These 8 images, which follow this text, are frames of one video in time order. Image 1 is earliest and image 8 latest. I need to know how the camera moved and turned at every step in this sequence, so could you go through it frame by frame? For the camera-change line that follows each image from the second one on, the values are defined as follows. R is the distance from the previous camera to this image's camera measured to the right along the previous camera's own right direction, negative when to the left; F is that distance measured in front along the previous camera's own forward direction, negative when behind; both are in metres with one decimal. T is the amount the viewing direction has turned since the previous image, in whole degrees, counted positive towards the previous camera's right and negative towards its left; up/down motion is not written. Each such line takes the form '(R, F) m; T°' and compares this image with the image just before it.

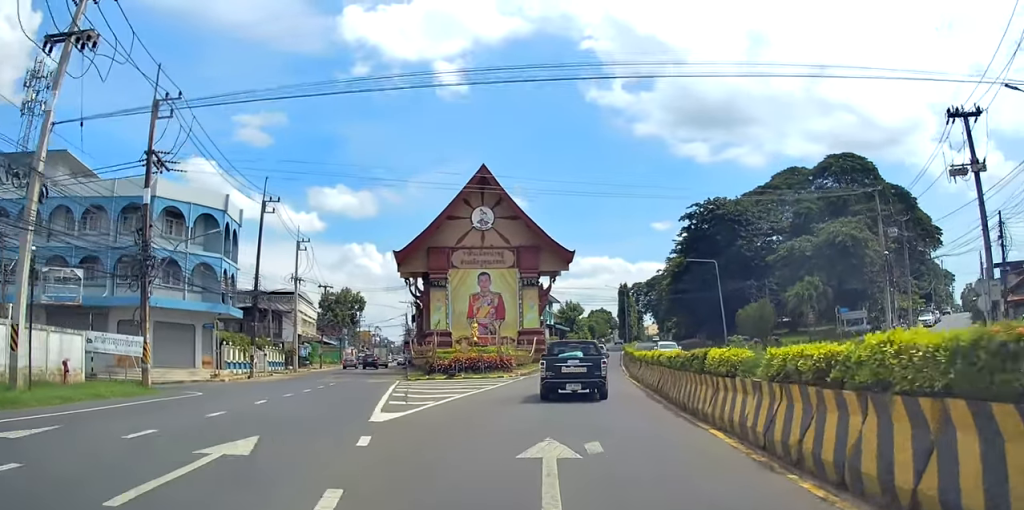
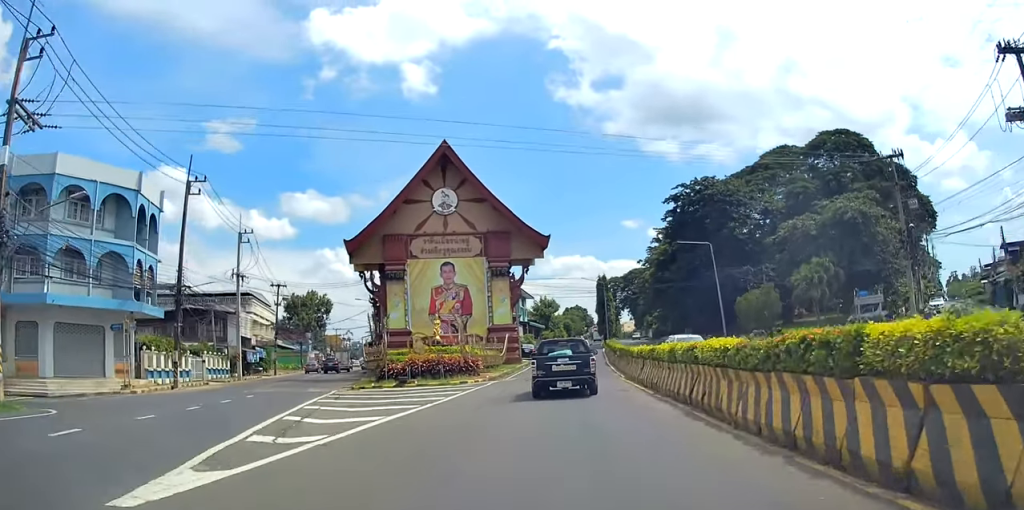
(+0.2, +7.2) m; +4°
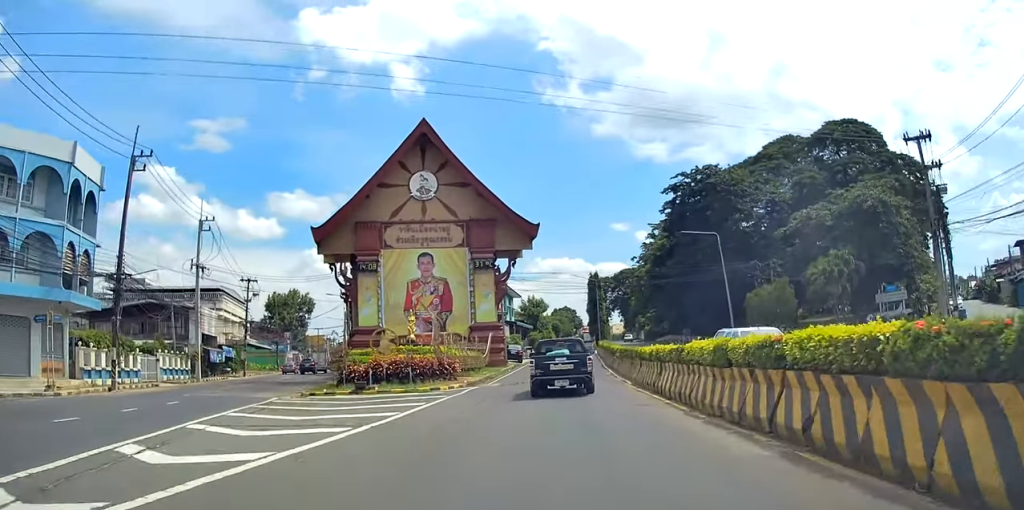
(+0.3, +5.5) m; 0°
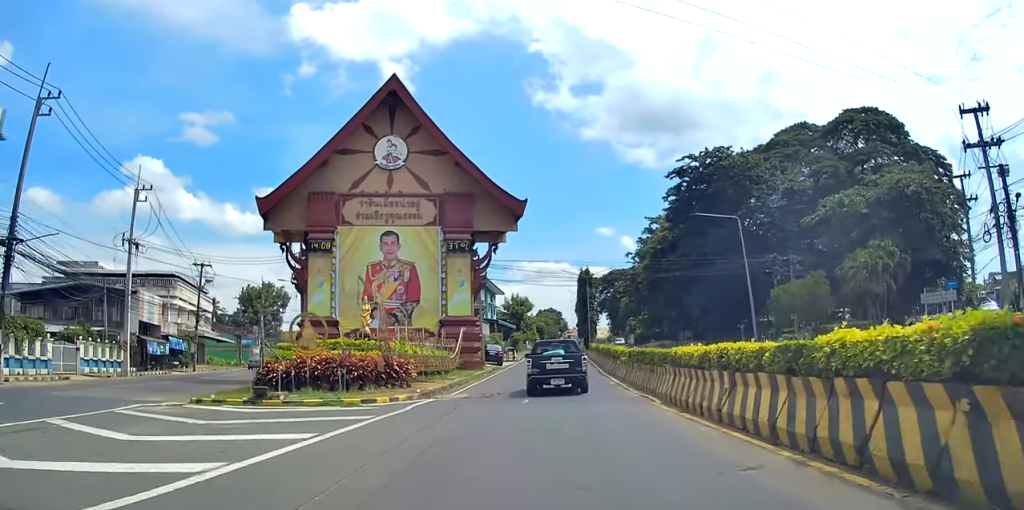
(+0.2, +8.2) m; 0°
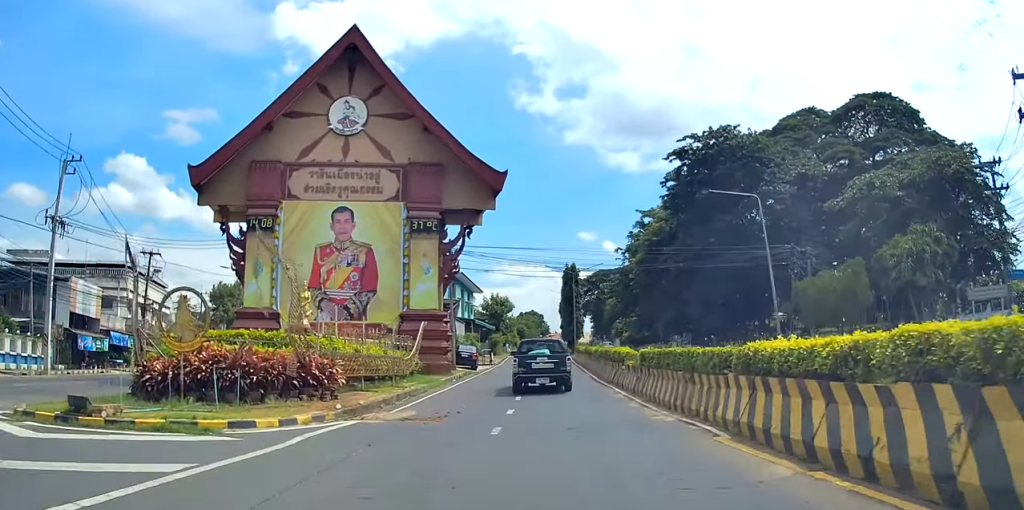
(-0.3, +6.6) m; -1°
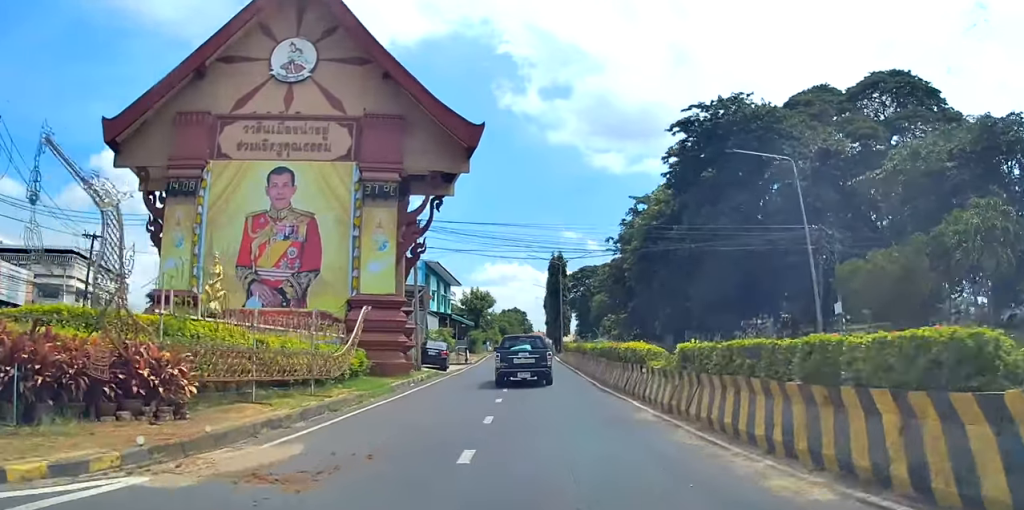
(-0.1, +6.8) m; 0°
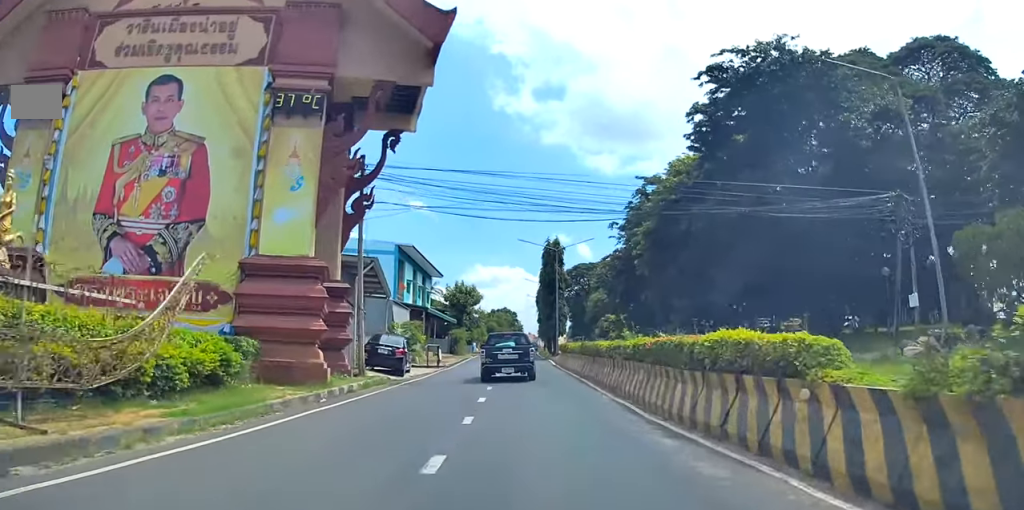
(-0.1, +9.6) m; +2°
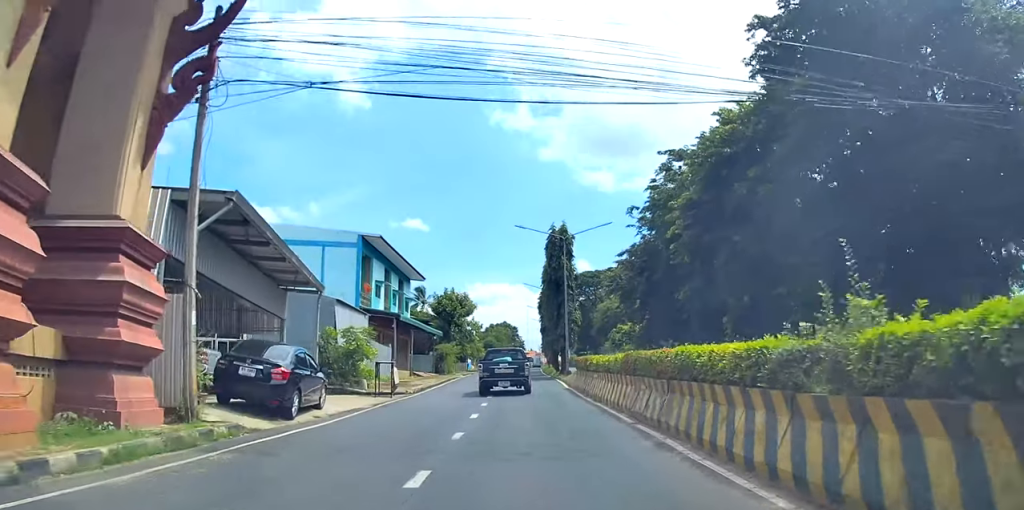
(+0.5, +11.9) m; -1°
